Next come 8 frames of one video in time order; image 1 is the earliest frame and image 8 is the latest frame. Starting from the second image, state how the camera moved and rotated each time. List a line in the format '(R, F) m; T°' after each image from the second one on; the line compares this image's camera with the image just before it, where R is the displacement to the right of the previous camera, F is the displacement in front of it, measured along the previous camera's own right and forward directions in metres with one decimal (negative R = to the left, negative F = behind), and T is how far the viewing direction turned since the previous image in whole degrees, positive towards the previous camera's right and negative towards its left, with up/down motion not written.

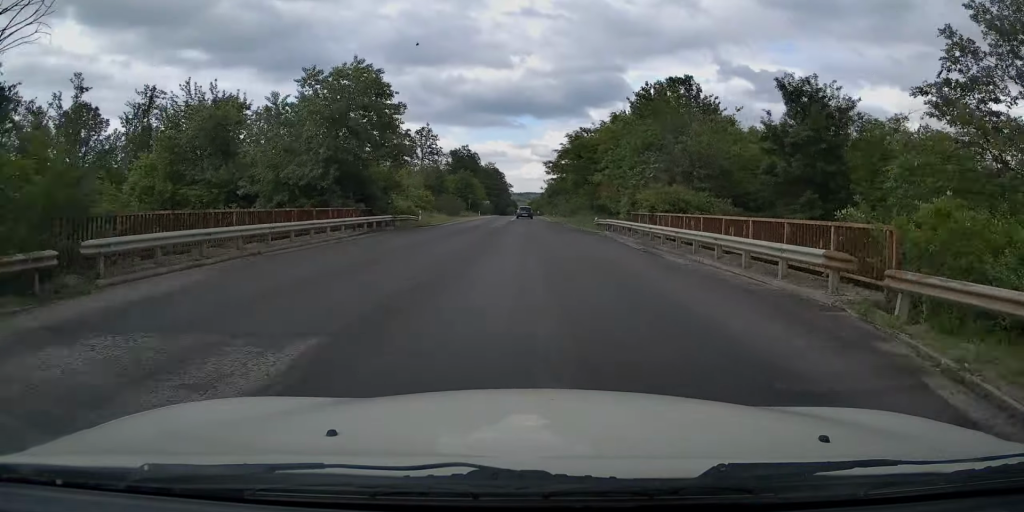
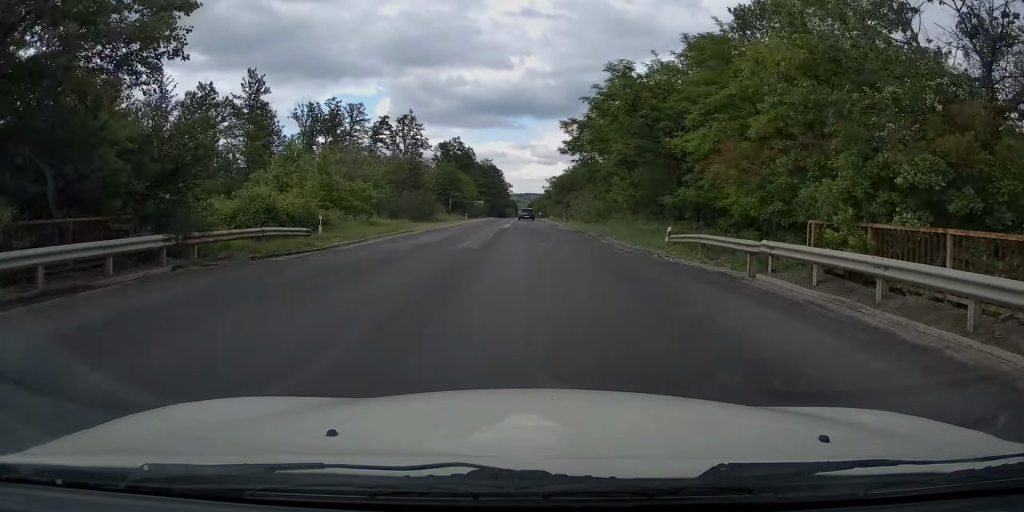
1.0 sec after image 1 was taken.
(+0.3, +22.2) m; 0°
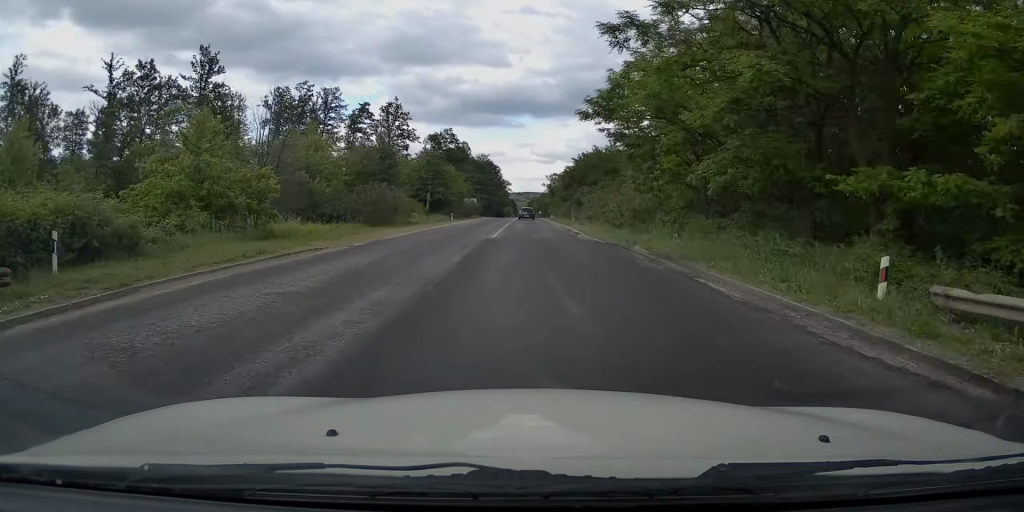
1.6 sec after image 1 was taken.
(0.0, +13.8) m; 0°
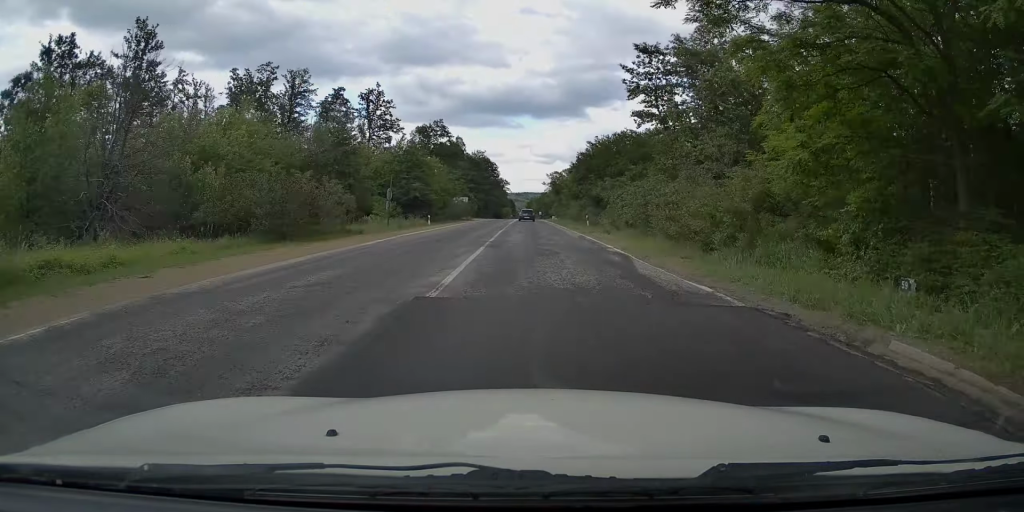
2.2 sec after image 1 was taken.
(-0.3, +13.8) m; 0°
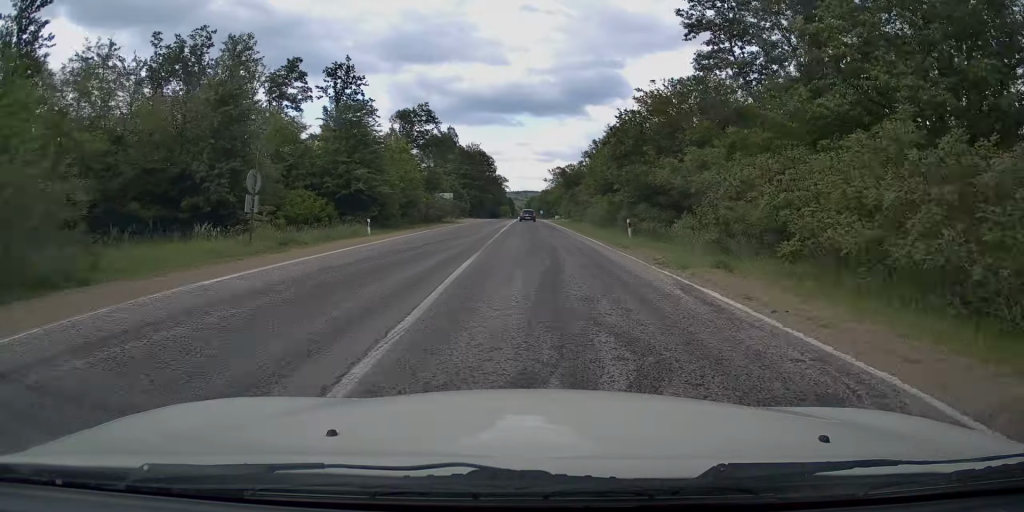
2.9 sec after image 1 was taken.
(+0.3, +17.6) m; 0°
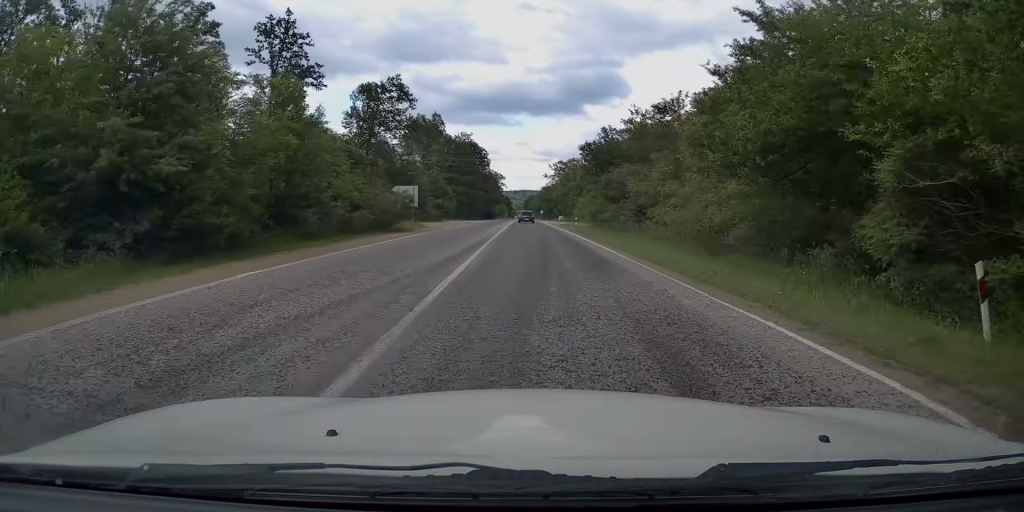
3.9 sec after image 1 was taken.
(-0.1, +21.5) m; 0°
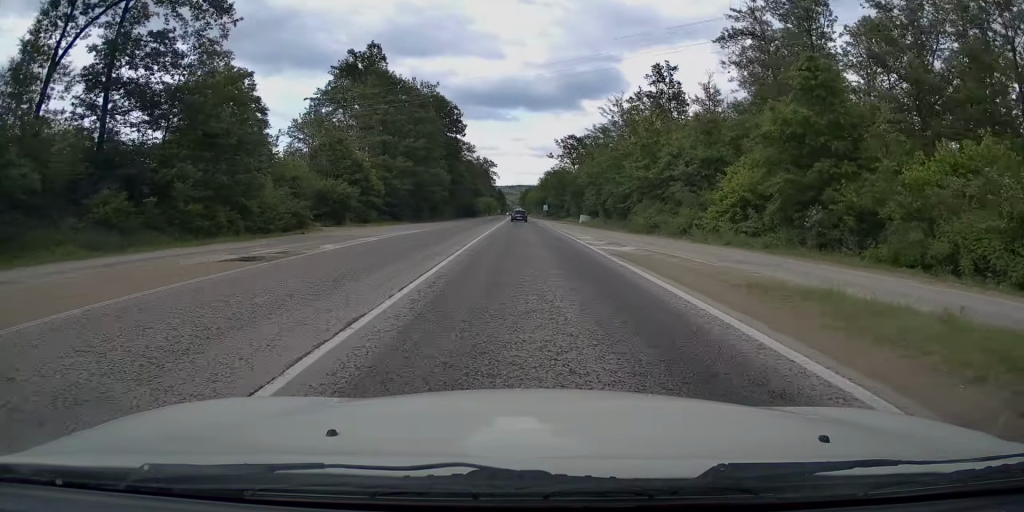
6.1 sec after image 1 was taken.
(-0.1, +52.9) m; -1°
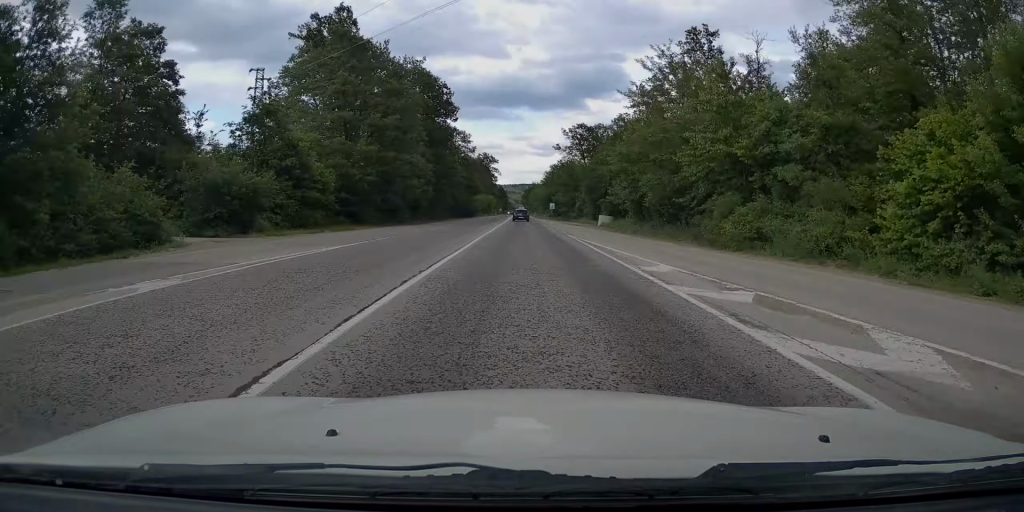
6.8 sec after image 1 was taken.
(0.0, +15.1) m; 0°
